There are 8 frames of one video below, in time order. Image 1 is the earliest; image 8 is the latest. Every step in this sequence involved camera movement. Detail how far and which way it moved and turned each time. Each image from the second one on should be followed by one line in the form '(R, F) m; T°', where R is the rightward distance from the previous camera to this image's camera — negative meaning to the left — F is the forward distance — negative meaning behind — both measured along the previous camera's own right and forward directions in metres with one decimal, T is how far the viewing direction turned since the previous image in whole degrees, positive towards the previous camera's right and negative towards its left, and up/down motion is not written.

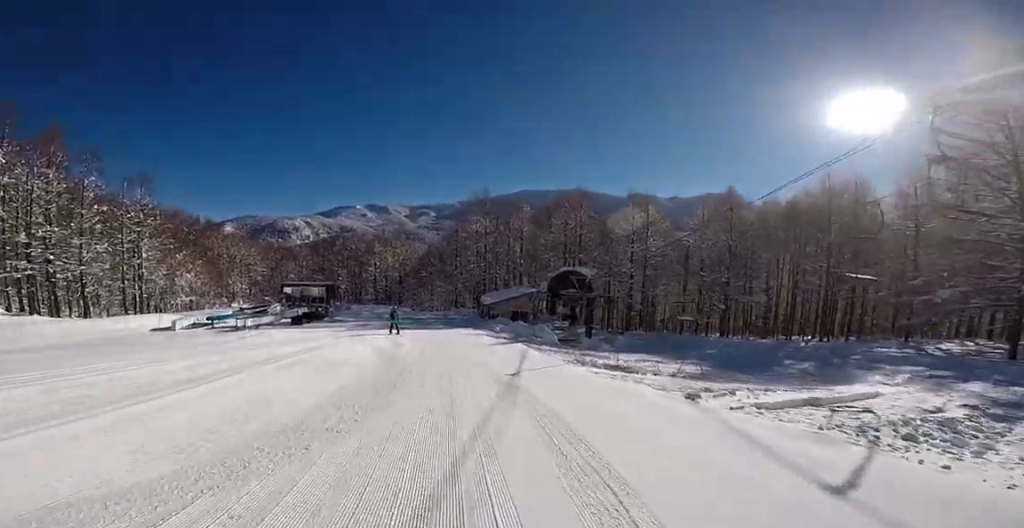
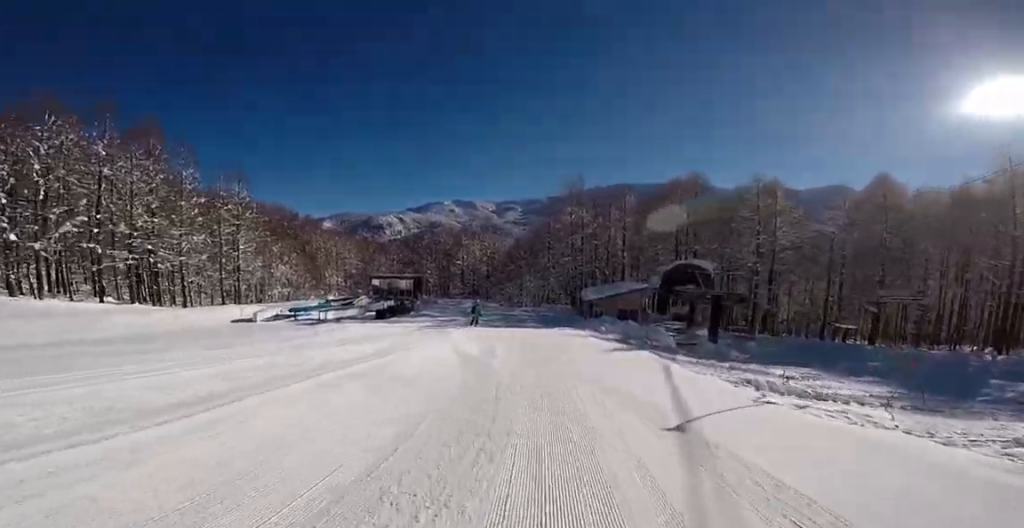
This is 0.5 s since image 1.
(0.0, +3.3) m; 0°
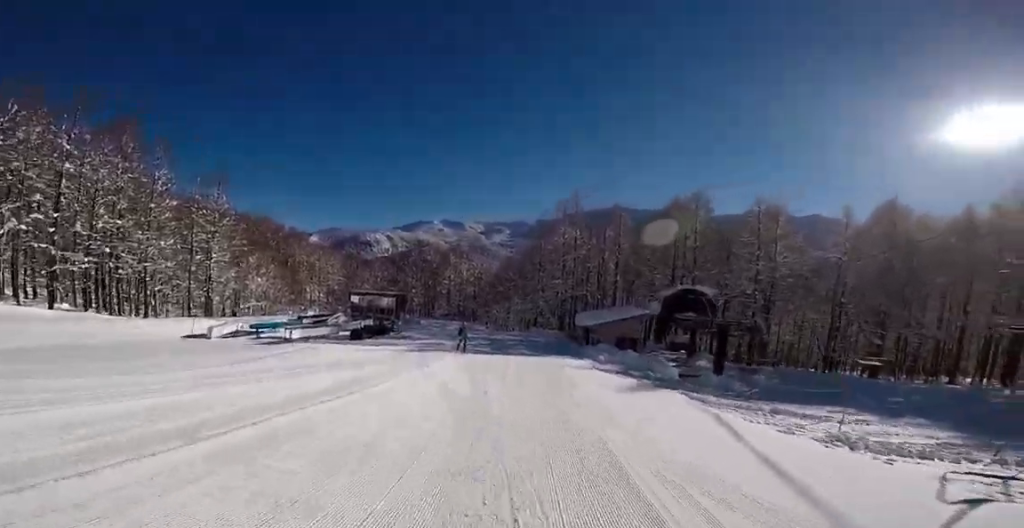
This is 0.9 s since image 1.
(0.0, +2.9) m; 0°
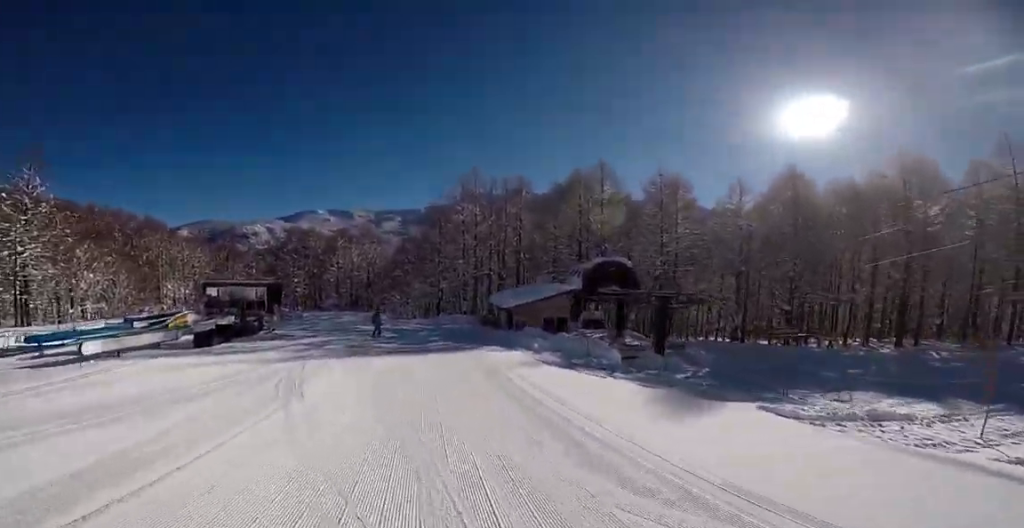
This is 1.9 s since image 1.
(0.0, +6.2) m; 0°
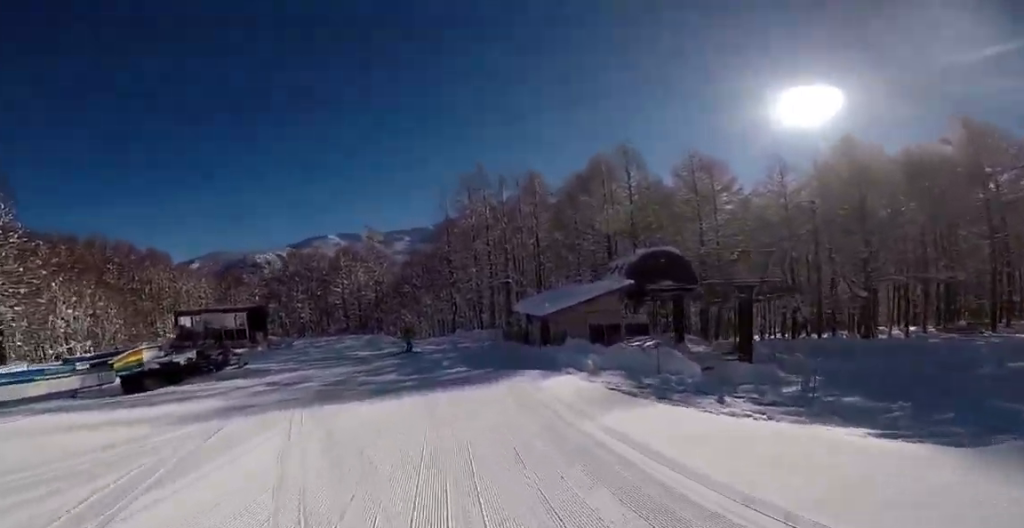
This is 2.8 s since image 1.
(0.0, +5.3) m; 0°
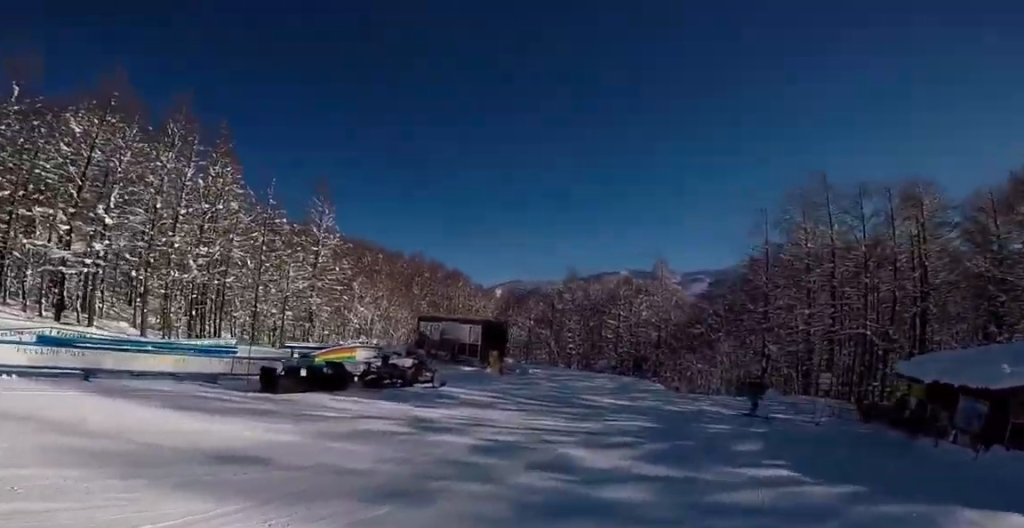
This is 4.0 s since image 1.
(-0.2, +6.6) m; -14°
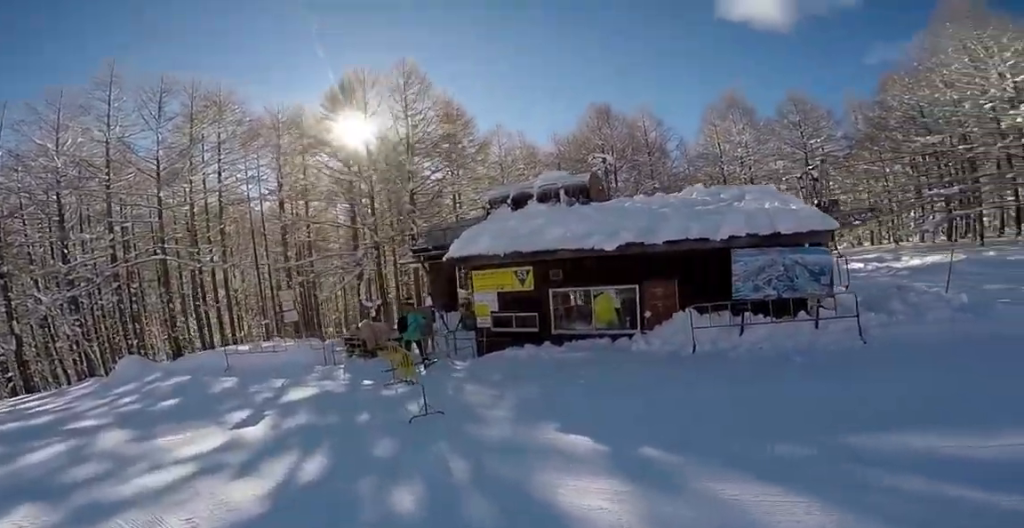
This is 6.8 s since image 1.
(+2.0, +9.3) m; +64°
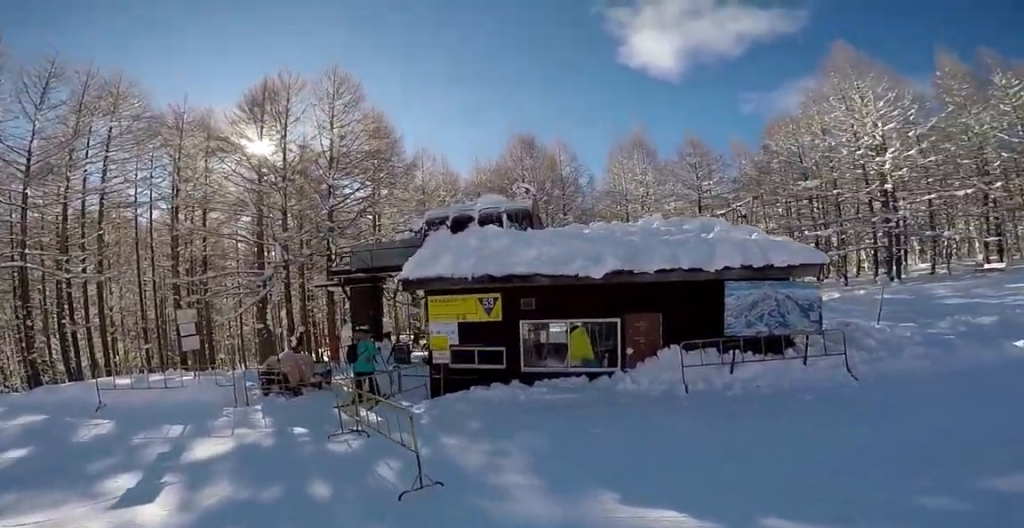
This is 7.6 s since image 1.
(0.0, +2.0) m; +2°
